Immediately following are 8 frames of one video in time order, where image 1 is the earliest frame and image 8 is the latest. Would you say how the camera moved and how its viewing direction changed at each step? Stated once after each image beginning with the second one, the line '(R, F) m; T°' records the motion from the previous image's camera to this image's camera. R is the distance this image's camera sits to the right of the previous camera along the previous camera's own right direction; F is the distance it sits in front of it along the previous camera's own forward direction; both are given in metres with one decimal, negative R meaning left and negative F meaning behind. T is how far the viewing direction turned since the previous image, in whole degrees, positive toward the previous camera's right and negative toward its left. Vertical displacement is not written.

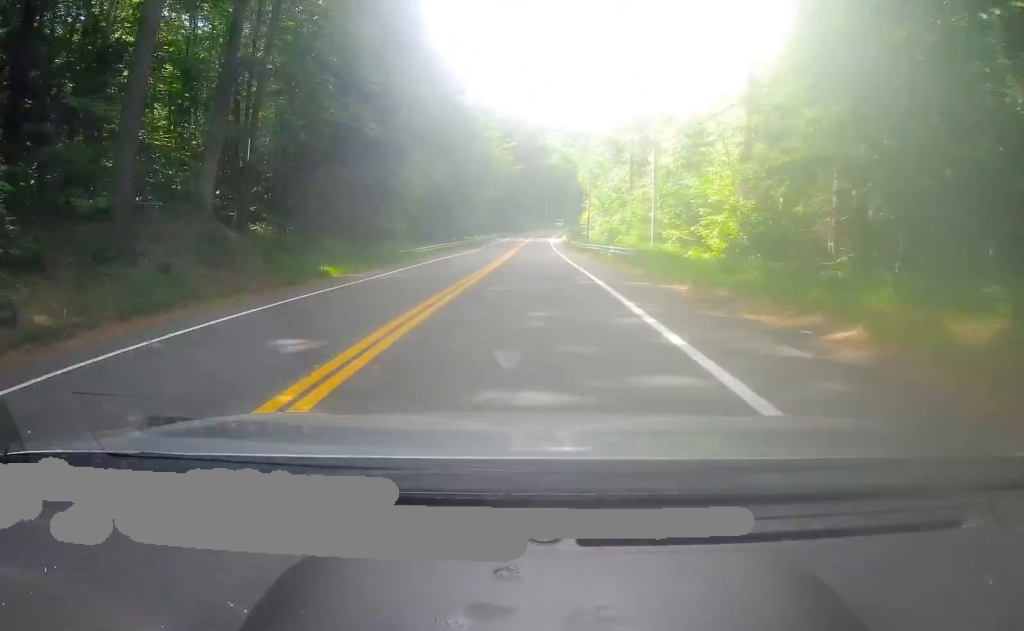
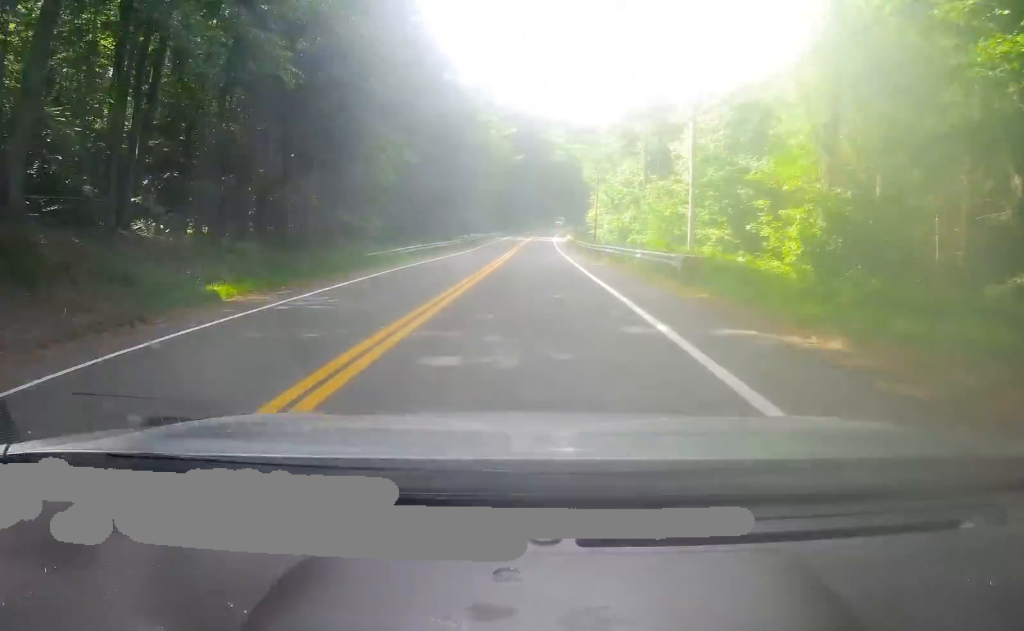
(+0.1, +9.1) m; 0°
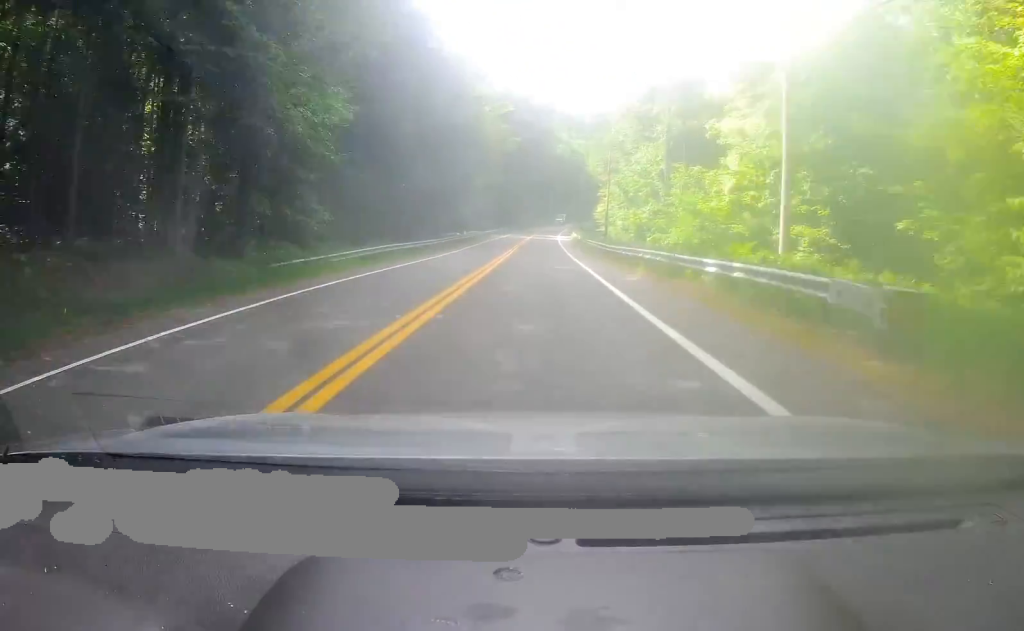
(0.0, +11.2) m; 0°
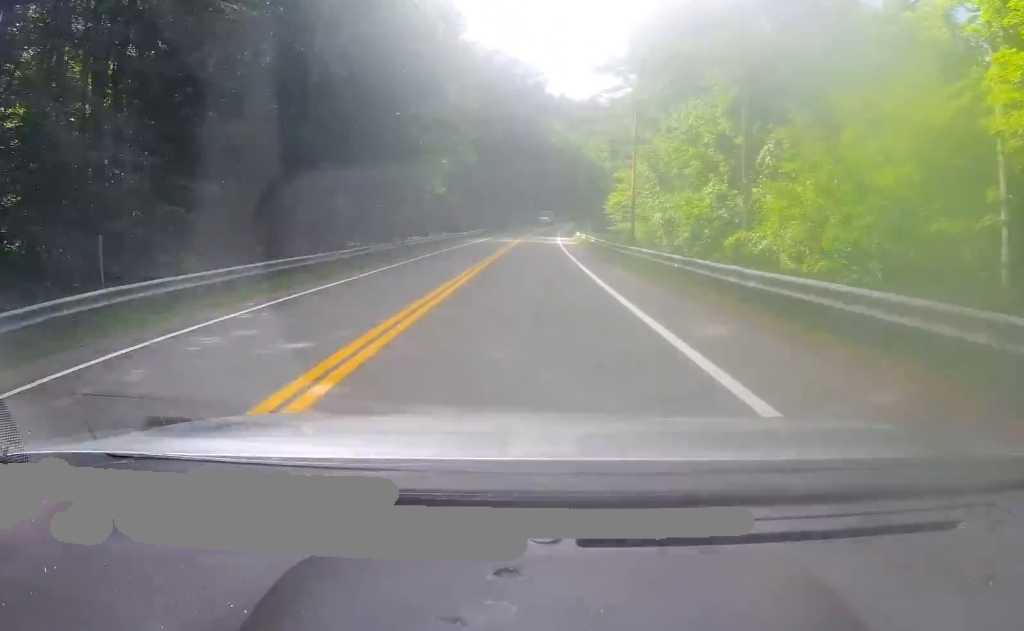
(0.0, +24.8) m; 0°
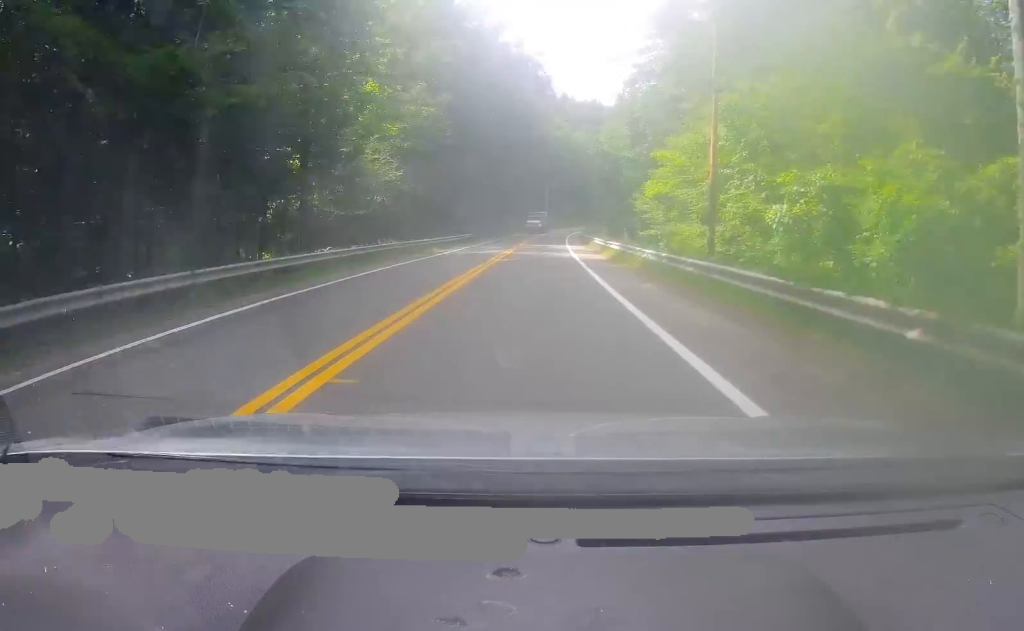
(0.0, +22.1) m; 0°
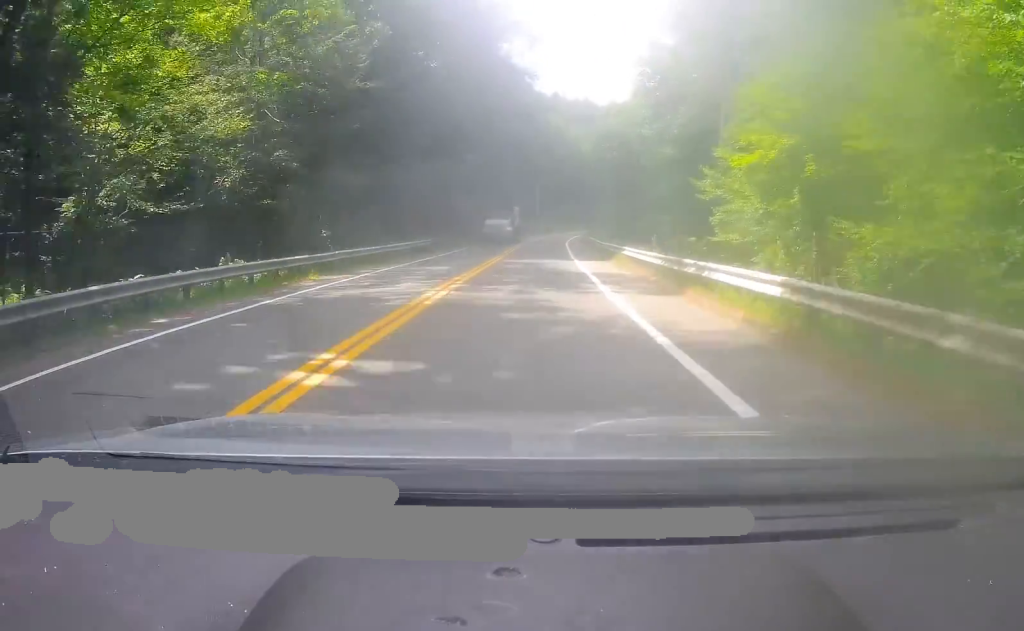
(0.0, +22.5) m; +1°
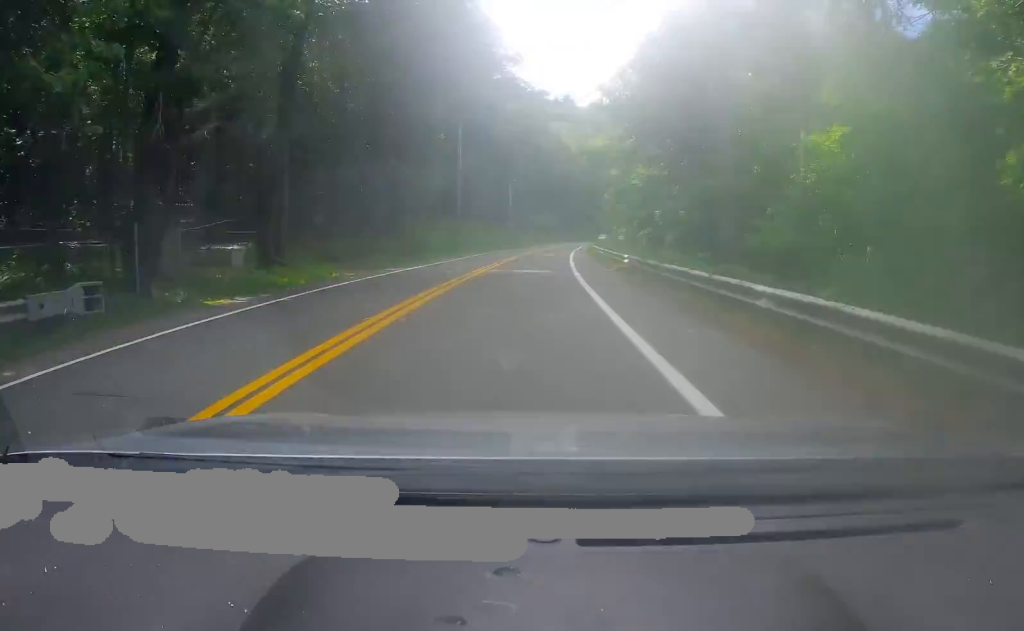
(+1.2, +40.3) m; +2°
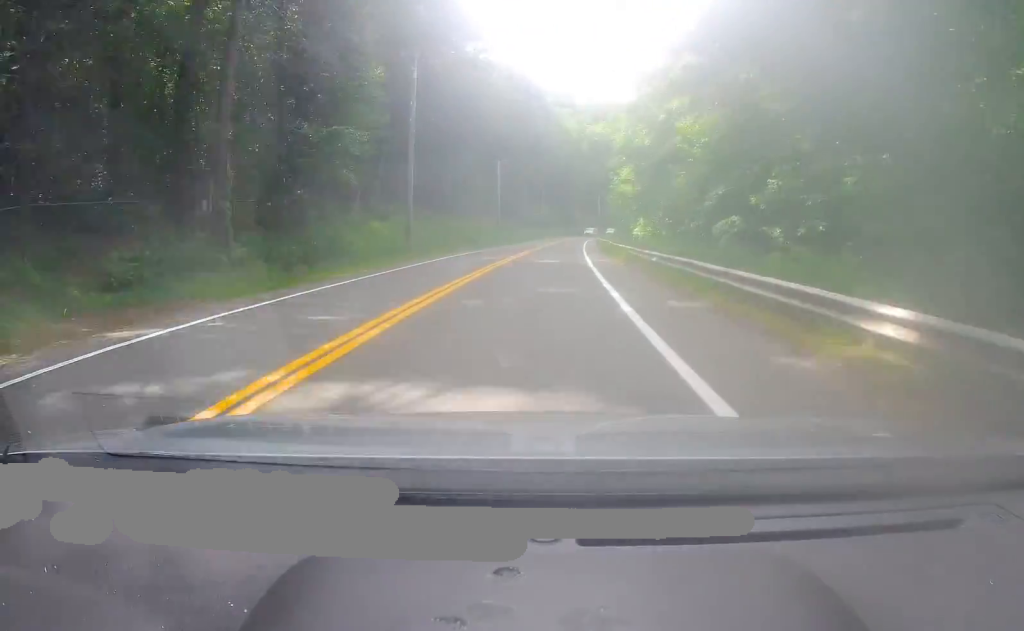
(-0.2, +21.1) m; 0°
